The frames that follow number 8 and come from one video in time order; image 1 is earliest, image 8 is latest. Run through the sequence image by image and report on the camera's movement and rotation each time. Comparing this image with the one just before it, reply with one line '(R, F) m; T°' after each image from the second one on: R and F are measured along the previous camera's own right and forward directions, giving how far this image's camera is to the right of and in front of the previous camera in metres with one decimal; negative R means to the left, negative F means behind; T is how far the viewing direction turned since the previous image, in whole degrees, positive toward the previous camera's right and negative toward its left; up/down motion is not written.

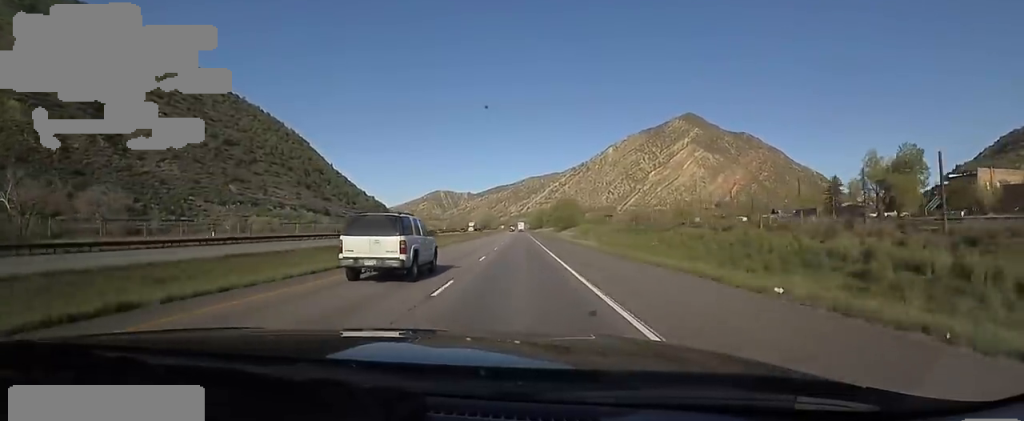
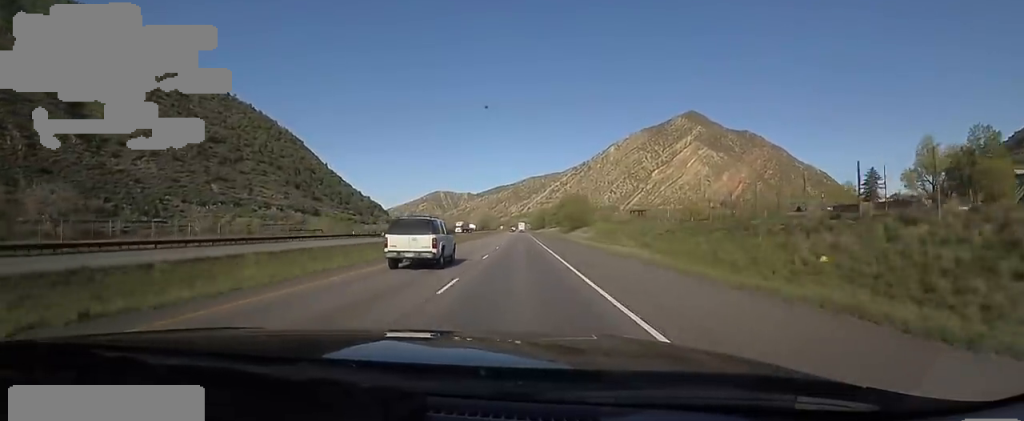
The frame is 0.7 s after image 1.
(-0.3, +23.0) m; +2°
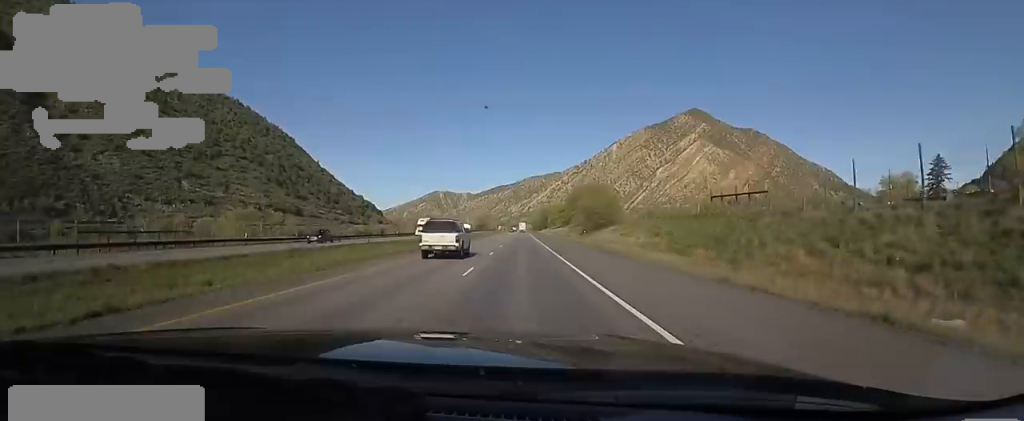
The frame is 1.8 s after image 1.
(+1.5, +32.4) m; 0°
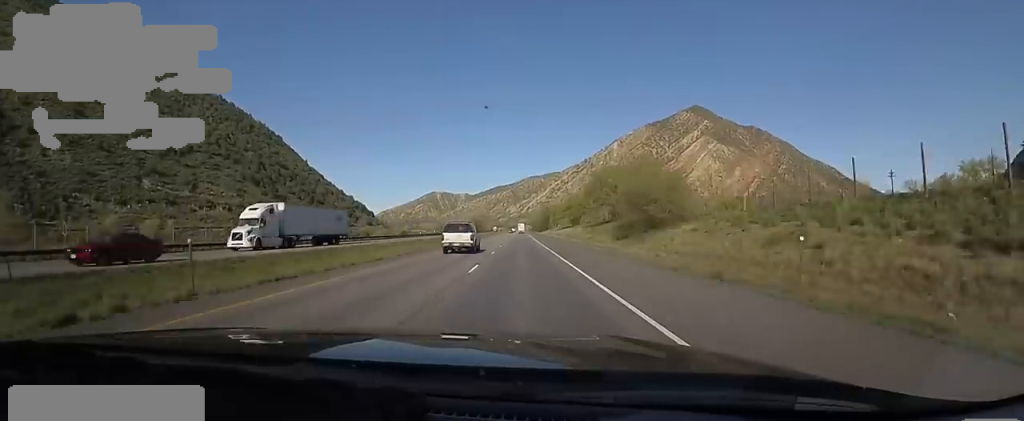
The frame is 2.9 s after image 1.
(-1.3, +34.5) m; 0°
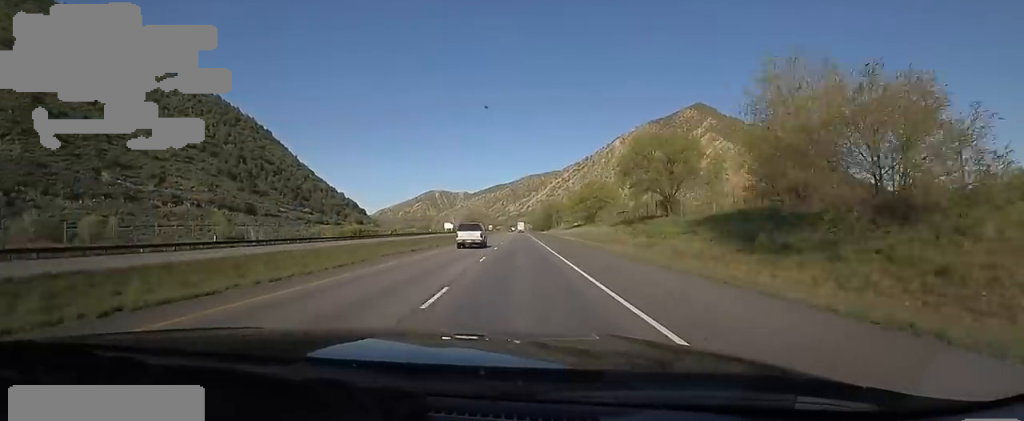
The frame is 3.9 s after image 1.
(+1.1, +31.3) m; 0°
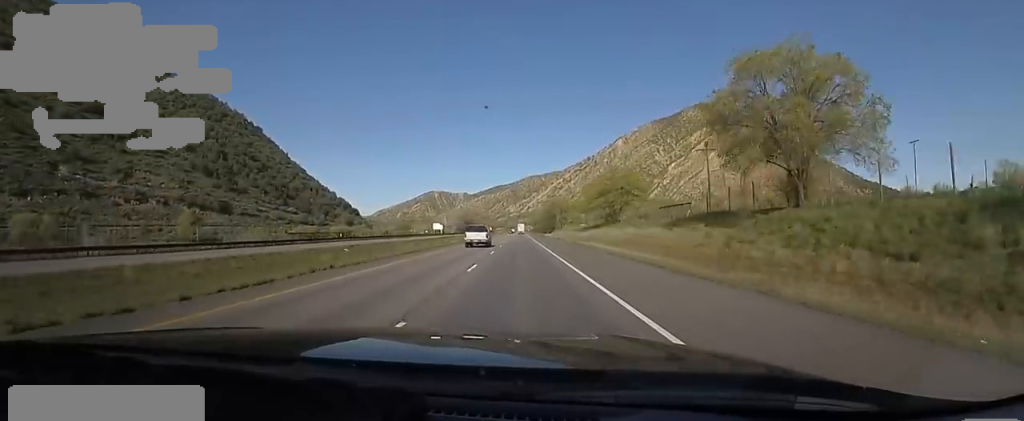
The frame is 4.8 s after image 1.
(-1.2, +28.2) m; -2°
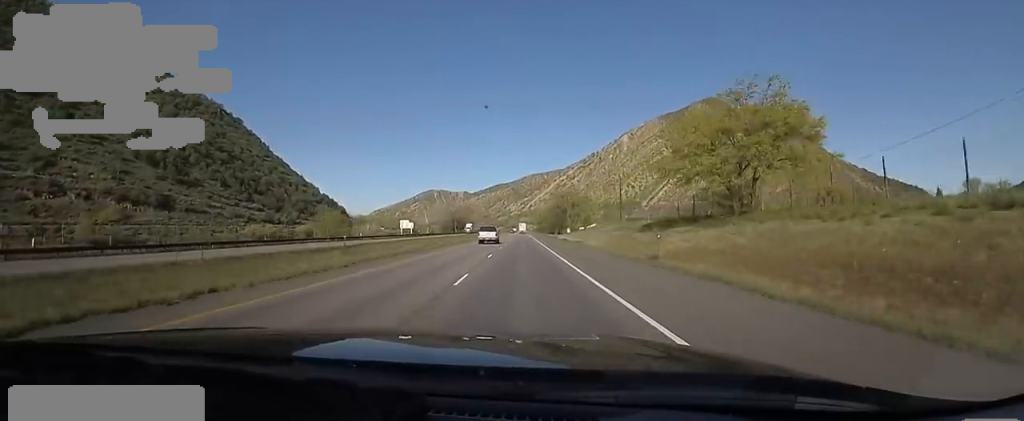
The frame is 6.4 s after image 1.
(+2.0, +52.2) m; +3°
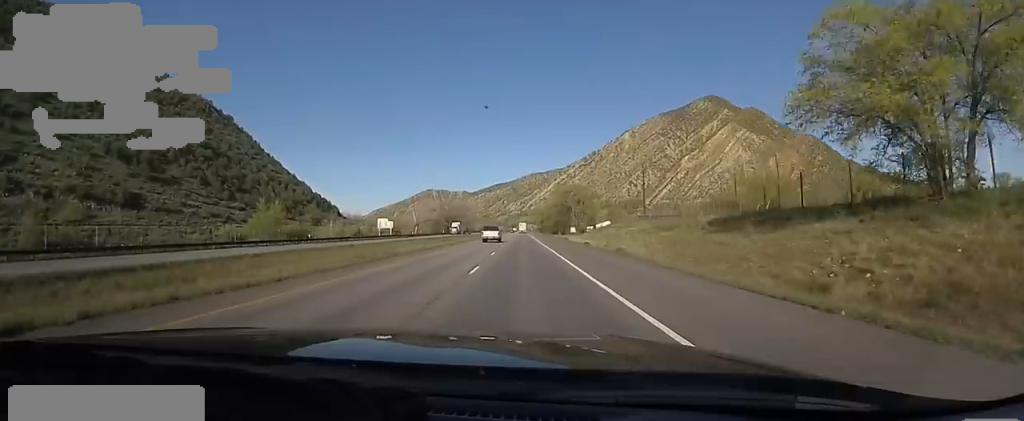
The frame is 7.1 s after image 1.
(-0.1, +20.8) m; 0°
